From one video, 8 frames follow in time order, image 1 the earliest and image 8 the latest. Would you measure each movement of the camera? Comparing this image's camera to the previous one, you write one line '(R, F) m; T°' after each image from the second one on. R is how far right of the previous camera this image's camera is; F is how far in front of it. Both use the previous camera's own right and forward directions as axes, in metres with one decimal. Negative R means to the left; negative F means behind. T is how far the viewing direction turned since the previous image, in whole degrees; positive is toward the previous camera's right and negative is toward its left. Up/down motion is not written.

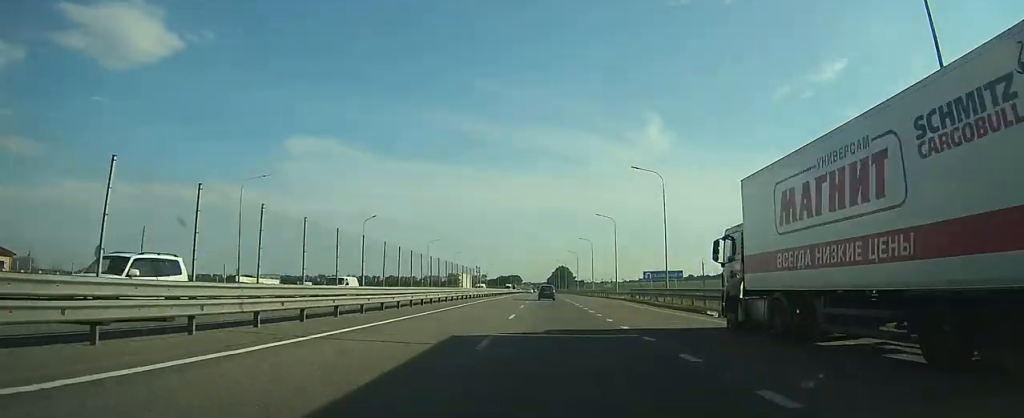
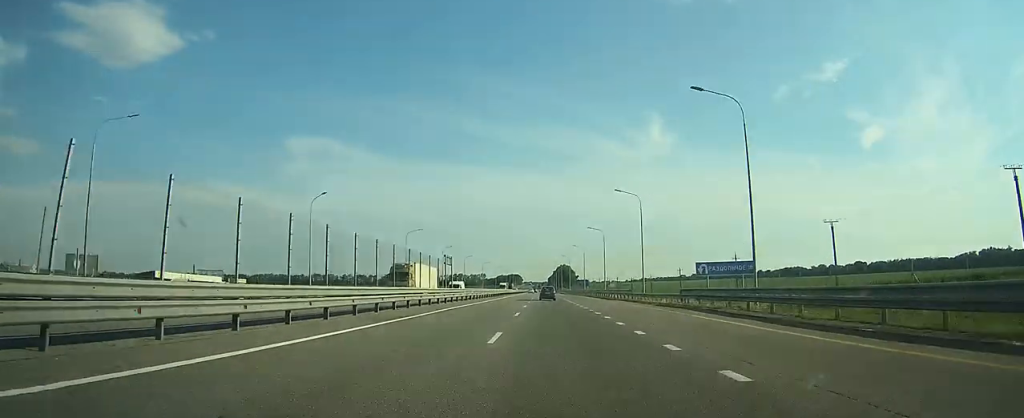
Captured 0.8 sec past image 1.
(+0.1, +22.3) m; 0°
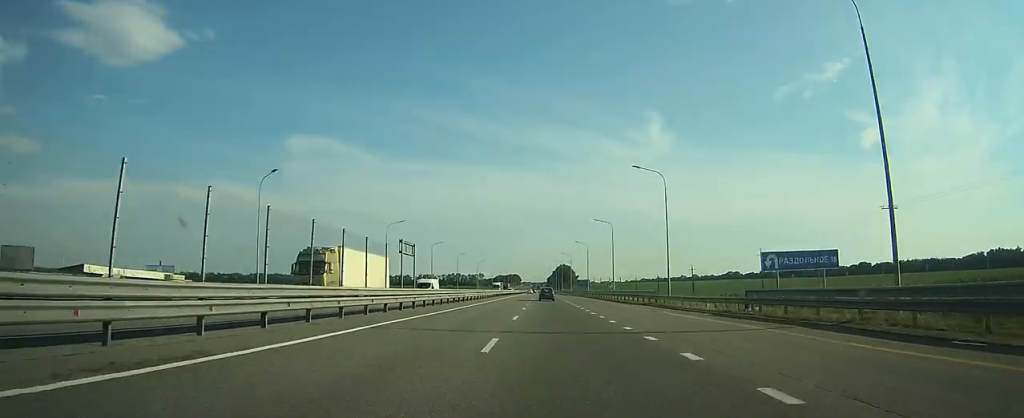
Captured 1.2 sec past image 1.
(0.0, +13.6) m; 0°
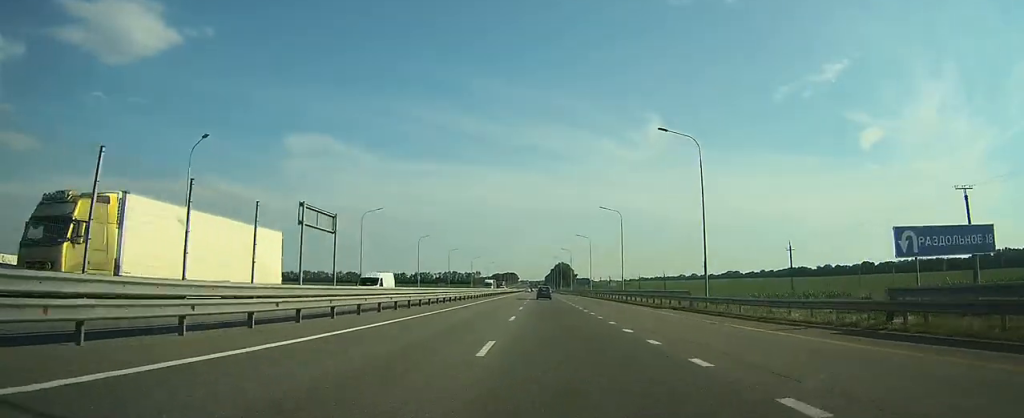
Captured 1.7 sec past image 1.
(0.0, +12.7) m; 0°
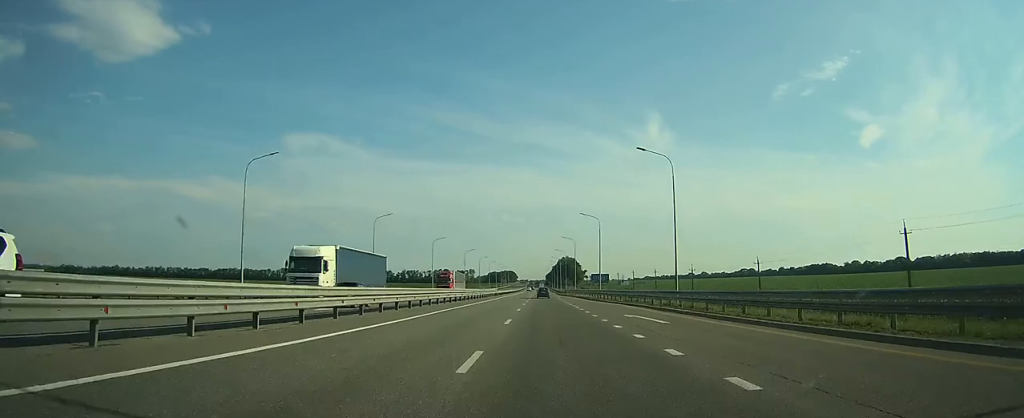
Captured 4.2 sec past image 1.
(0.0, +74.4) m; 0°
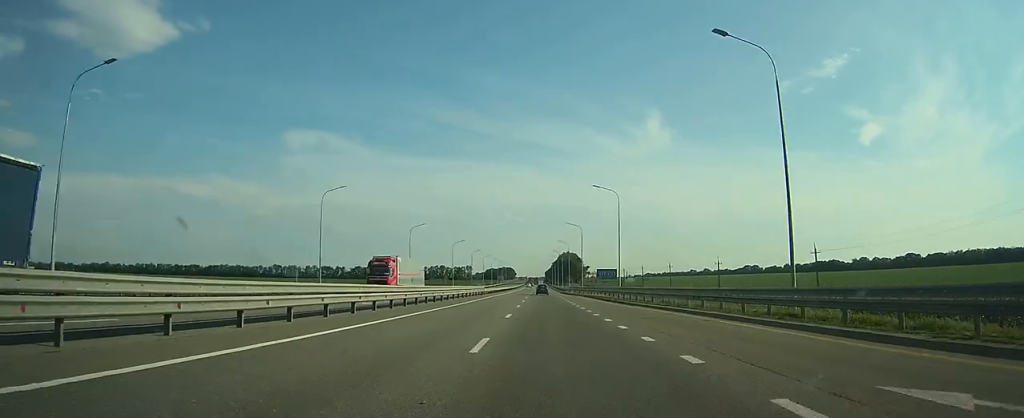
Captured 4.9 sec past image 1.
(0.0, +21.6) m; 0°
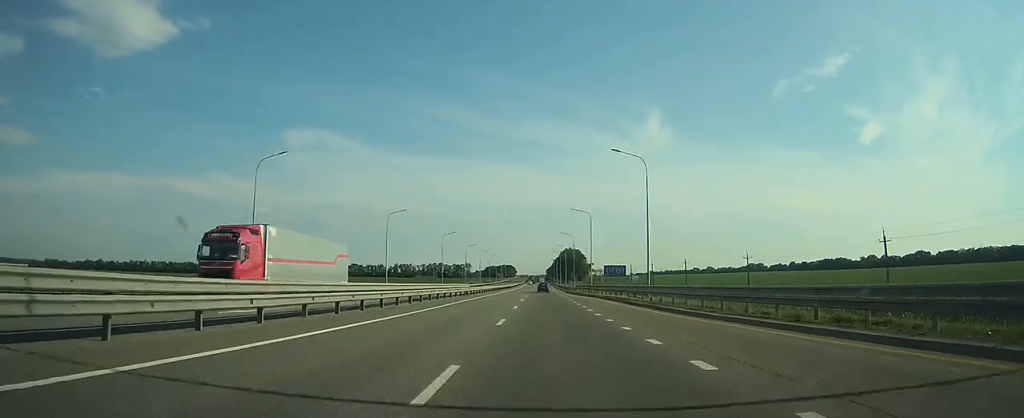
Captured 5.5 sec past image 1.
(0.0, +16.7) m; 0°
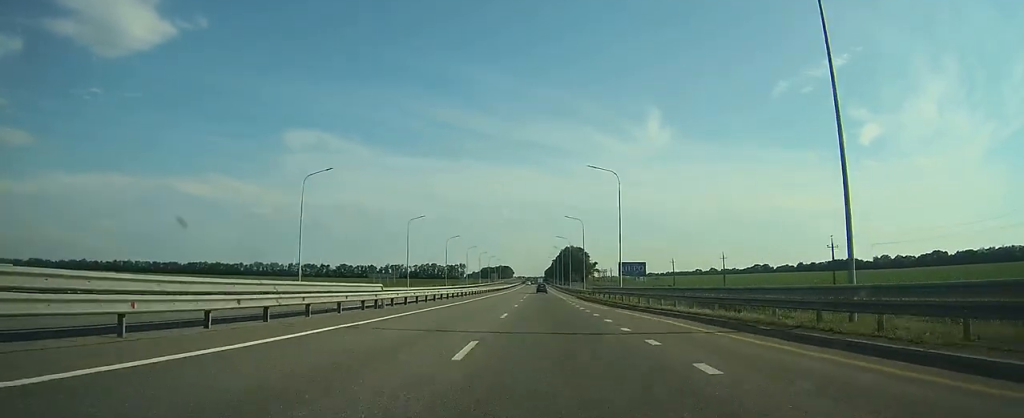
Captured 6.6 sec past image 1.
(-0.1, +32.3) m; 0°
